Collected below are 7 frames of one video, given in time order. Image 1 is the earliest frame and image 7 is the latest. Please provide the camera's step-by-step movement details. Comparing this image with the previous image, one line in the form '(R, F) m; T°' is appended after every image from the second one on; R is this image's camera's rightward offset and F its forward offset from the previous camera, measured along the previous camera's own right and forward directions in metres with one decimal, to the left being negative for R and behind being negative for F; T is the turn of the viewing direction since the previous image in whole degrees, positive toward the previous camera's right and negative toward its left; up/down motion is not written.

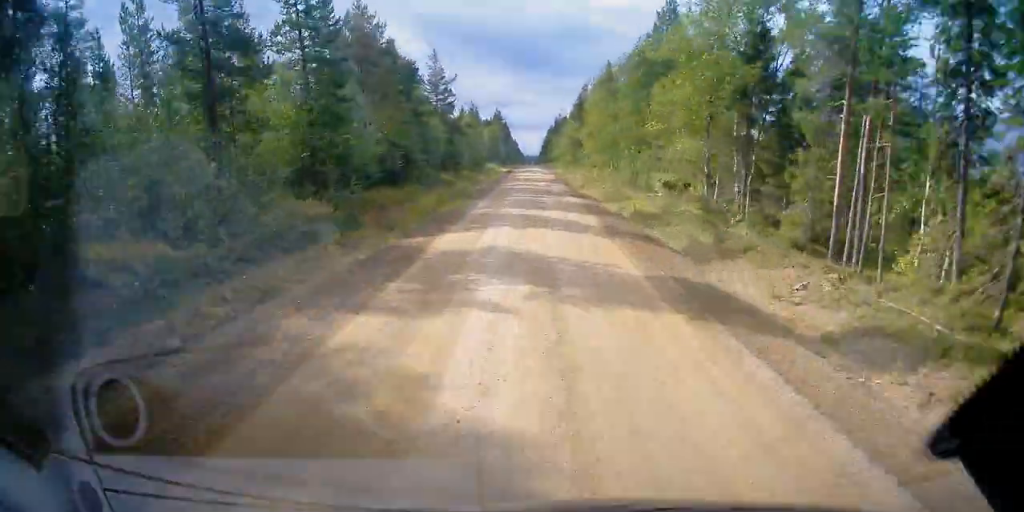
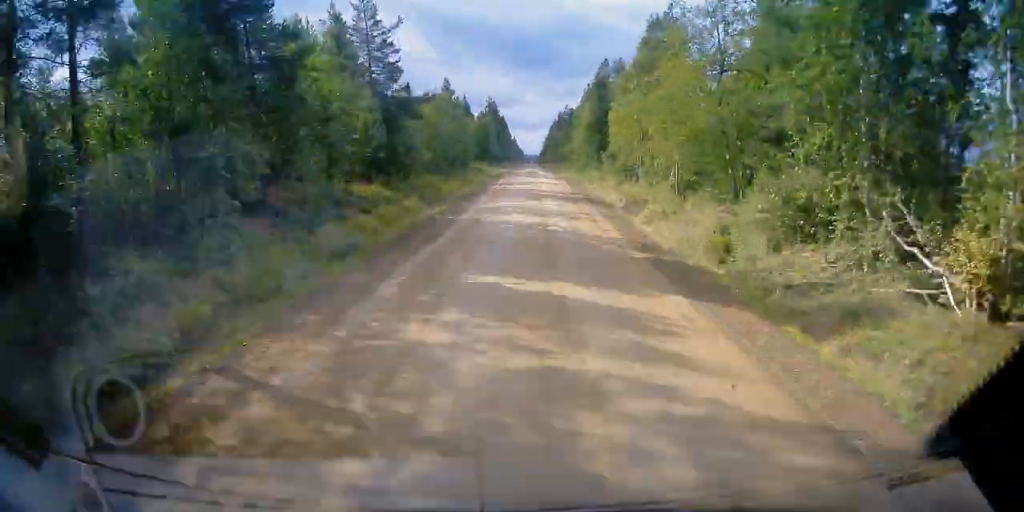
(-3.4, +25.3) m; -3°
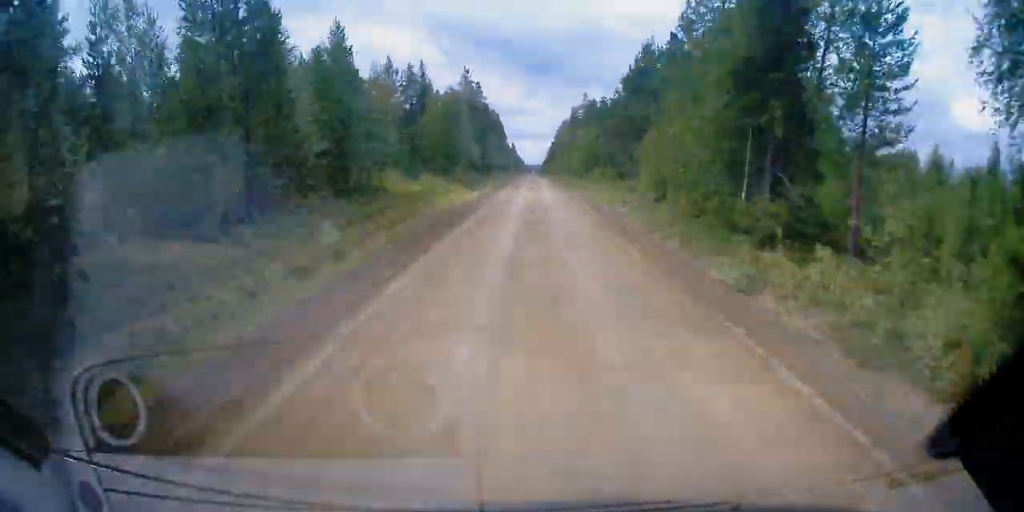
(-1.1, +45.5) m; 0°
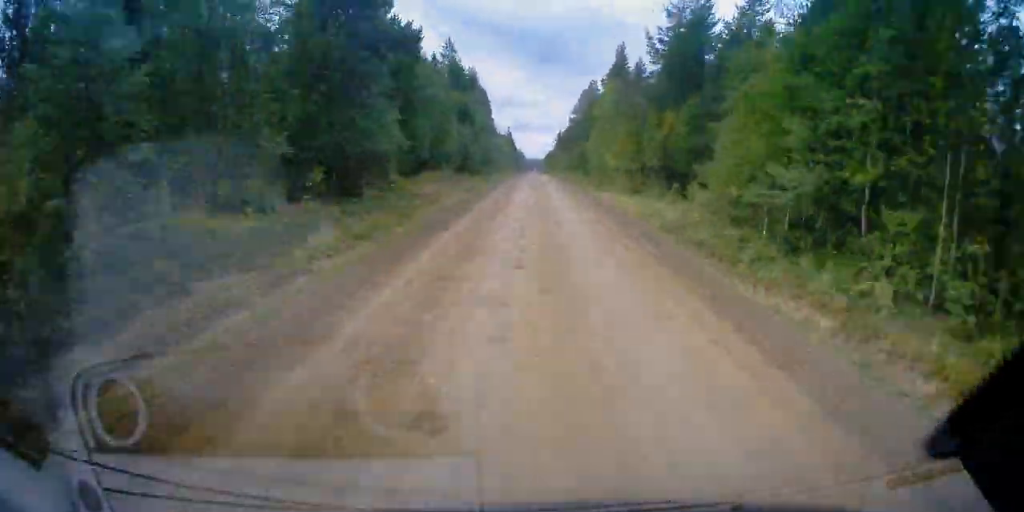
(+2.7, +68.5) m; +3°
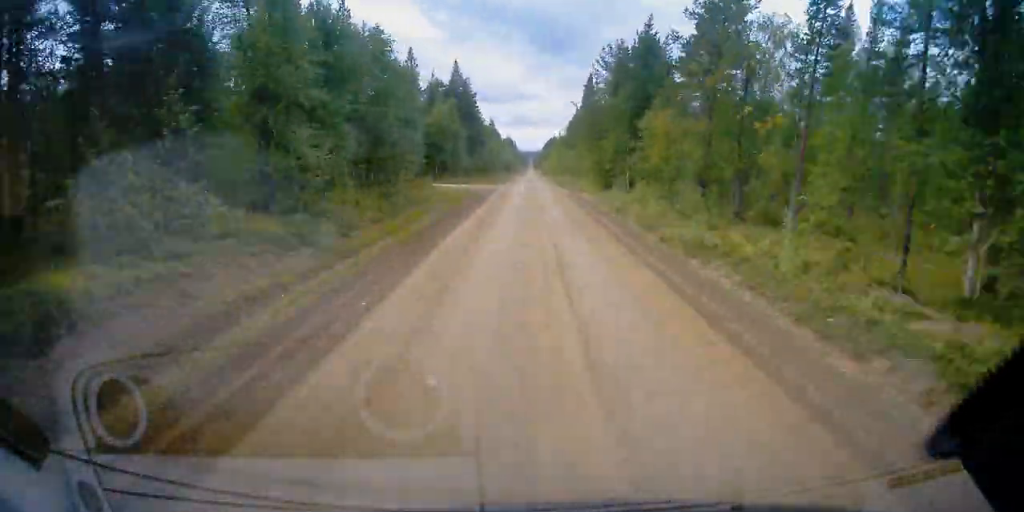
(+2.6, +124.4) m; +1°
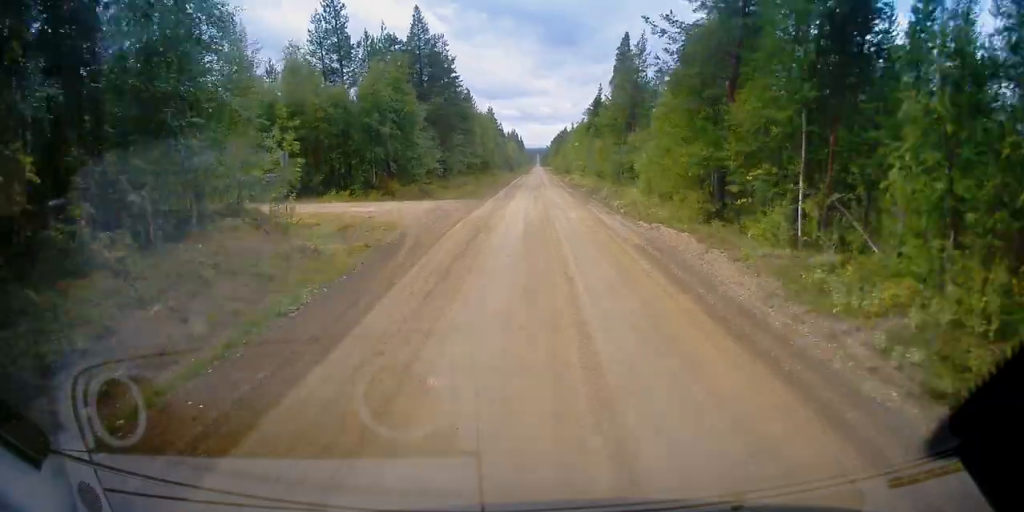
(-0.1, +28.0) m; 0°
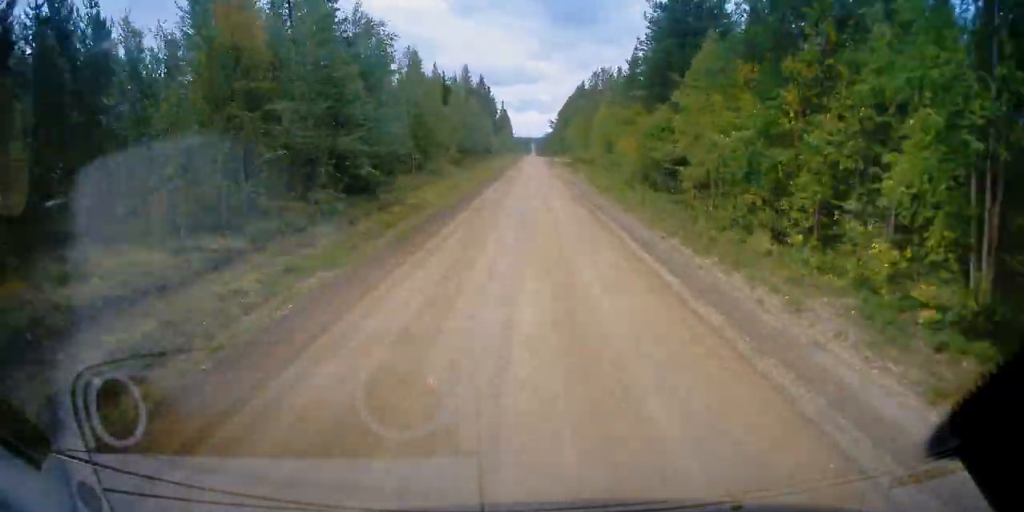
(+0.9, +148.4) m; +1°
